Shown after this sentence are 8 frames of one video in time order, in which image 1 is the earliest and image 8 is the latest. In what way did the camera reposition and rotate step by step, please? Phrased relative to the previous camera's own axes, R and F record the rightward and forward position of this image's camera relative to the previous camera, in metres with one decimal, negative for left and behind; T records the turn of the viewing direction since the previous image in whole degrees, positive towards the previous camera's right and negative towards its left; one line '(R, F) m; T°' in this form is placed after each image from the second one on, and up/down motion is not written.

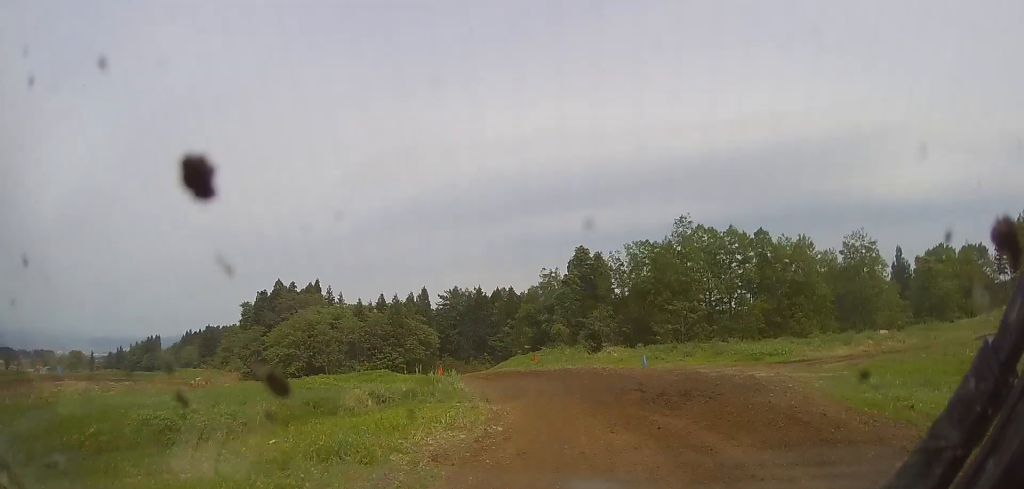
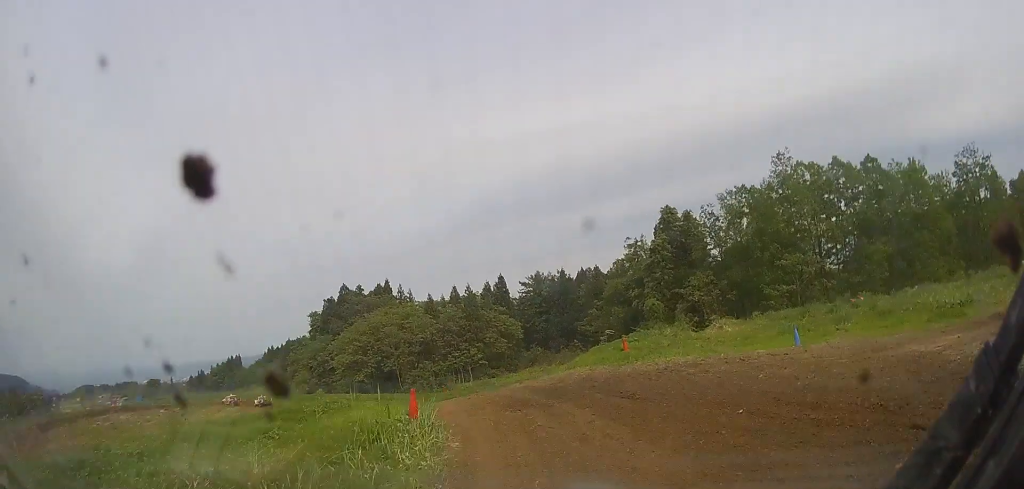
(-1.4, +10.2) m; -23°
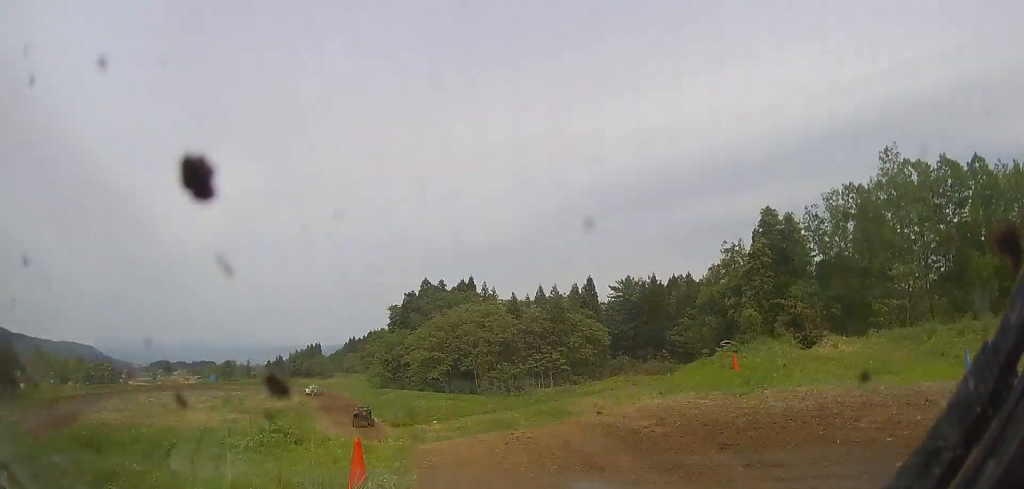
(-1.5, +5.0) m; -10°
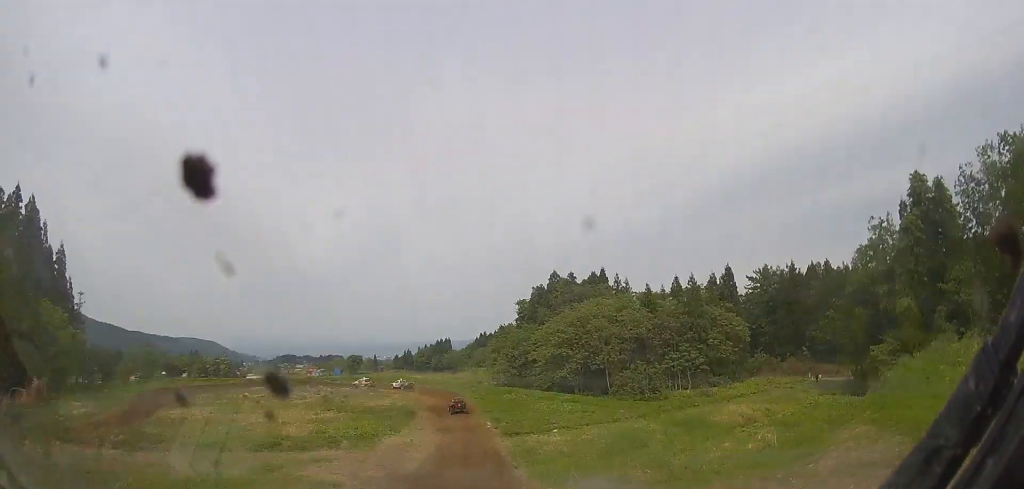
(-1.1, +9.1) m; -8°
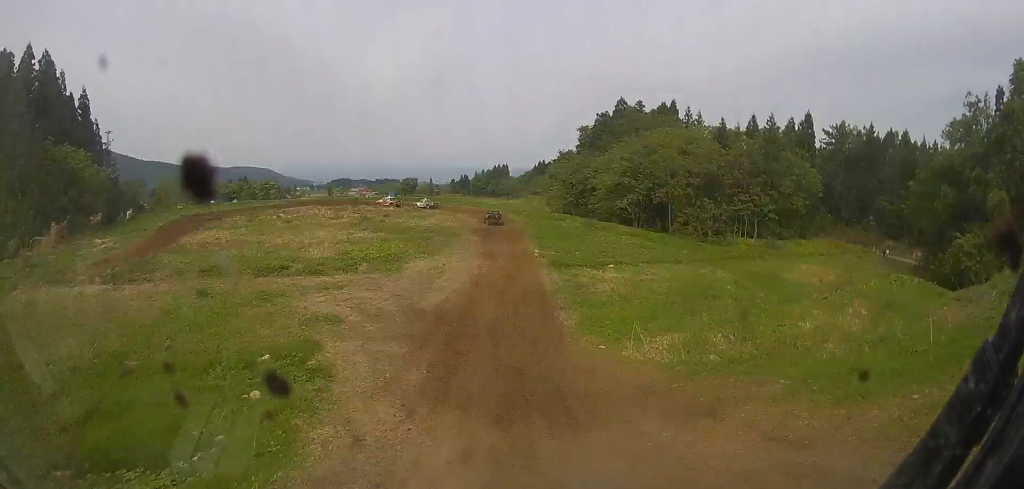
(0.0, +6.0) m; -2°
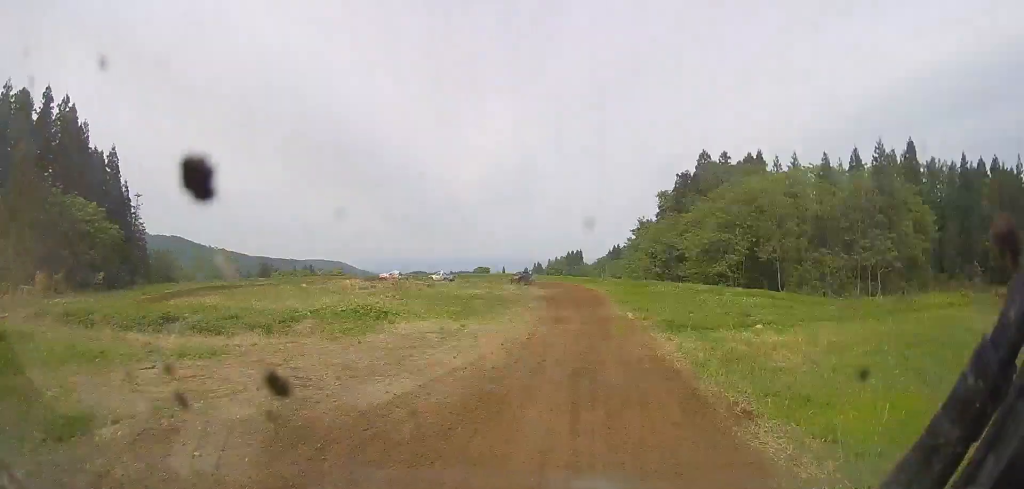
(-0.7, +12.3) m; -6°
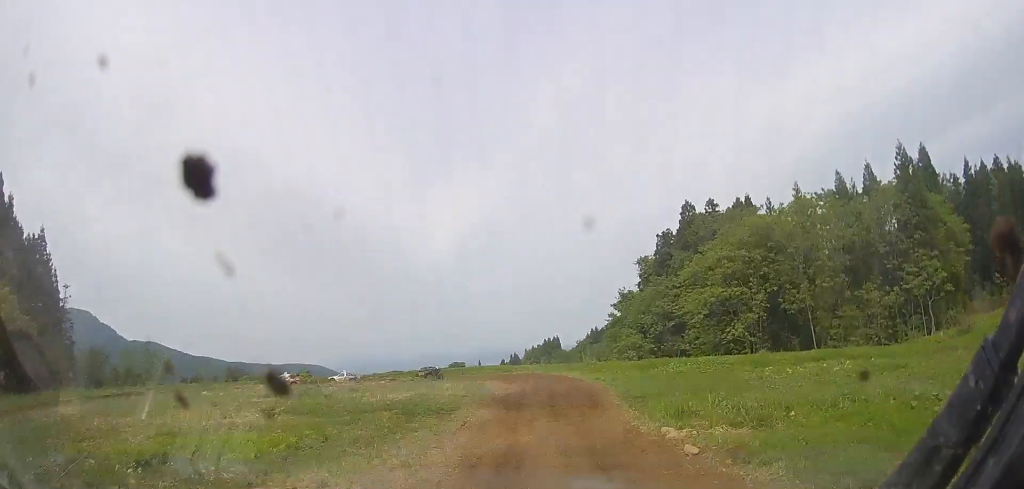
(-0.4, +10.5) m; -8°
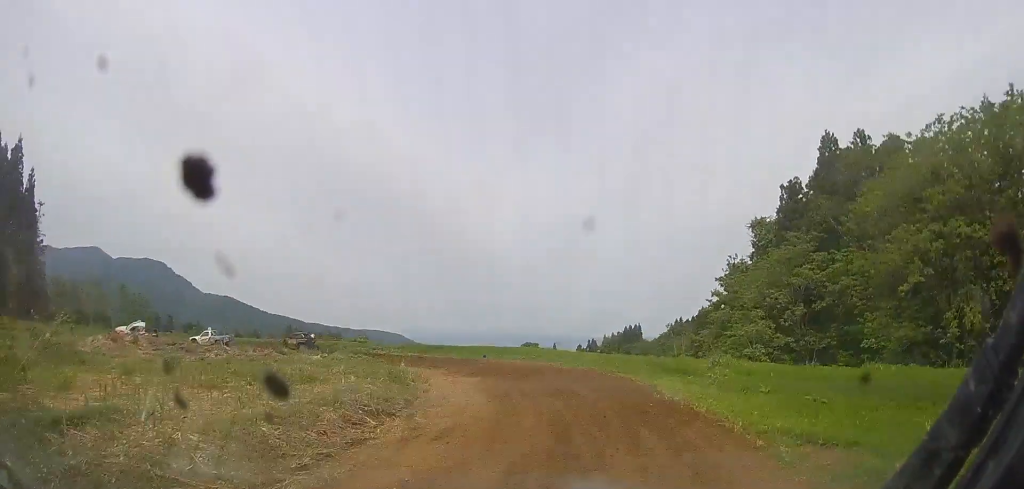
(-4.0, +15.3) m; -34°
